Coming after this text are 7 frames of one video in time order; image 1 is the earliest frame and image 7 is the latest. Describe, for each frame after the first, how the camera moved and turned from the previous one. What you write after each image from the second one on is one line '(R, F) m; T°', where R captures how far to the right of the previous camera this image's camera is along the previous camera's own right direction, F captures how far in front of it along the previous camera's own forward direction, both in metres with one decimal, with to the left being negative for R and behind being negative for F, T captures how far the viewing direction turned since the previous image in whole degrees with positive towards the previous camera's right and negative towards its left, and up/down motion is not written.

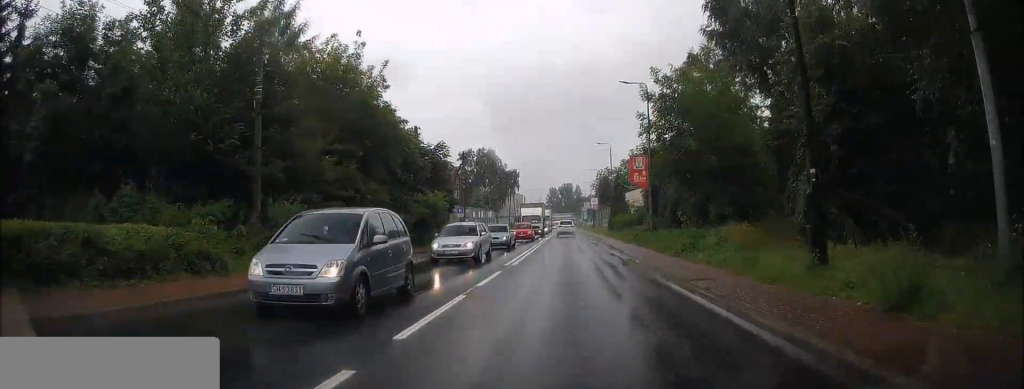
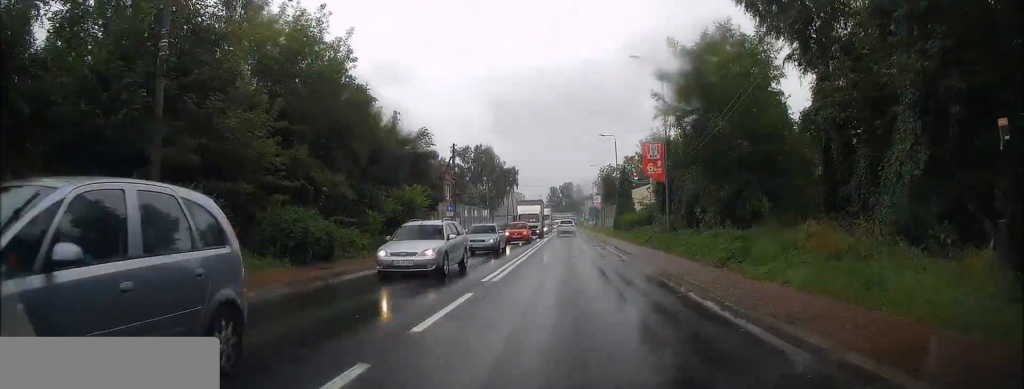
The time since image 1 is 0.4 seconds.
(0.0, +5.5) m; 0°
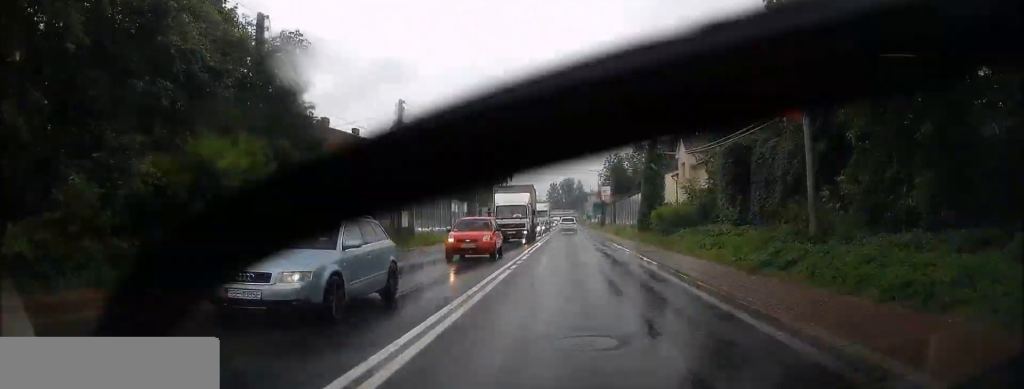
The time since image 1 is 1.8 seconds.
(-0.1, +17.8) m; 0°
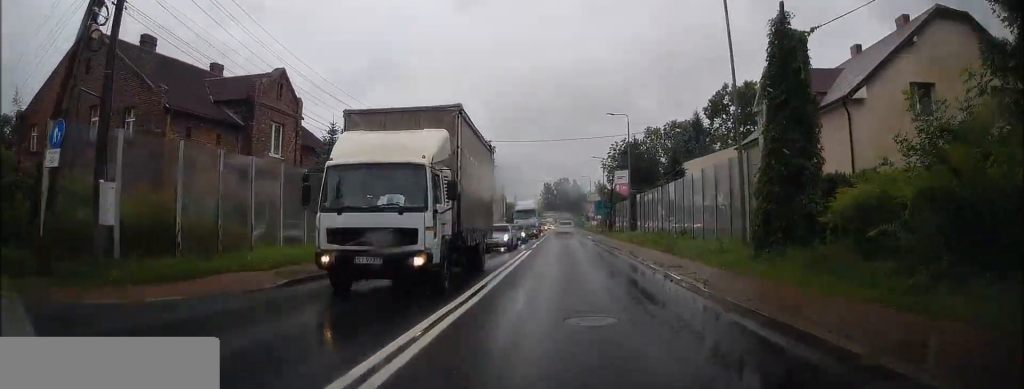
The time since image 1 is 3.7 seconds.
(-0.3, +23.9) m; 0°
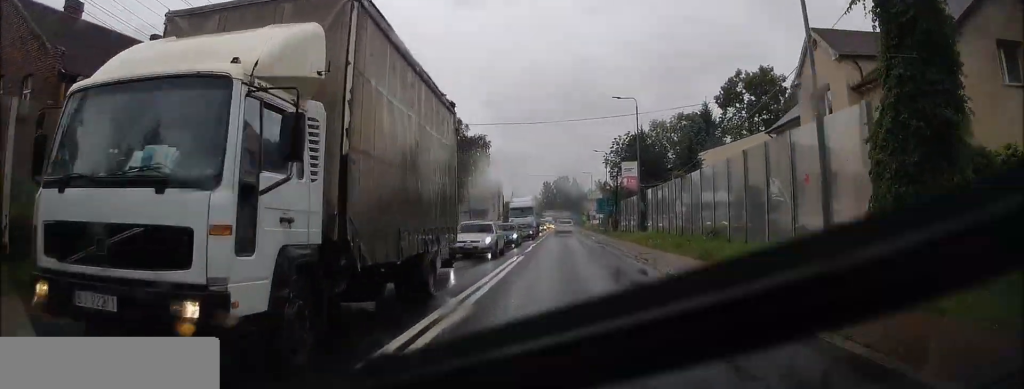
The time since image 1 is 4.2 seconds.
(+0.1, +5.8) m; +1°
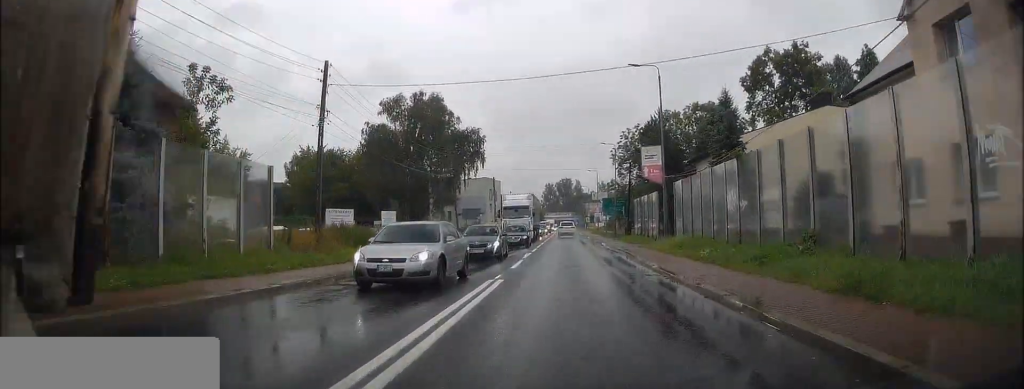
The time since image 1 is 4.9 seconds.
(+0.1, +8.9) m; +1°
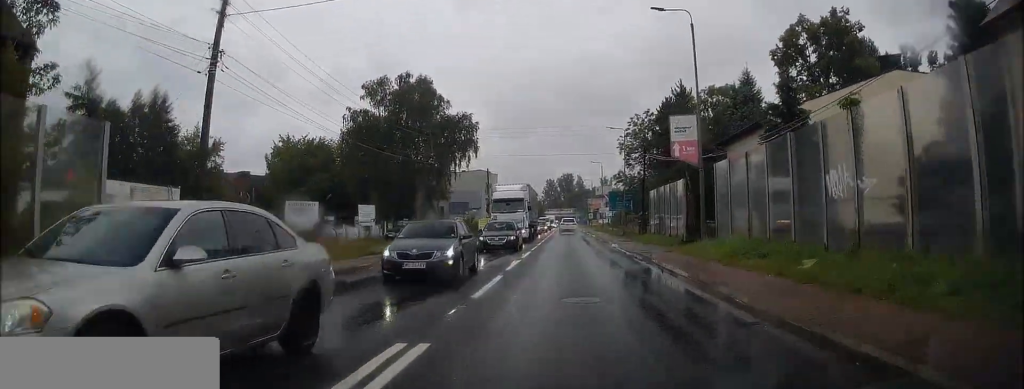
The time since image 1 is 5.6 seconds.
(0.0, +8.0) m; 0°
